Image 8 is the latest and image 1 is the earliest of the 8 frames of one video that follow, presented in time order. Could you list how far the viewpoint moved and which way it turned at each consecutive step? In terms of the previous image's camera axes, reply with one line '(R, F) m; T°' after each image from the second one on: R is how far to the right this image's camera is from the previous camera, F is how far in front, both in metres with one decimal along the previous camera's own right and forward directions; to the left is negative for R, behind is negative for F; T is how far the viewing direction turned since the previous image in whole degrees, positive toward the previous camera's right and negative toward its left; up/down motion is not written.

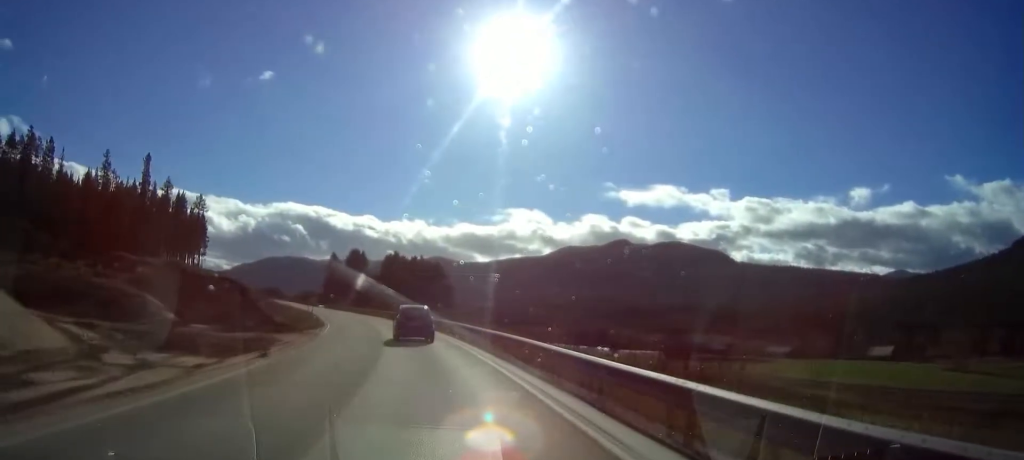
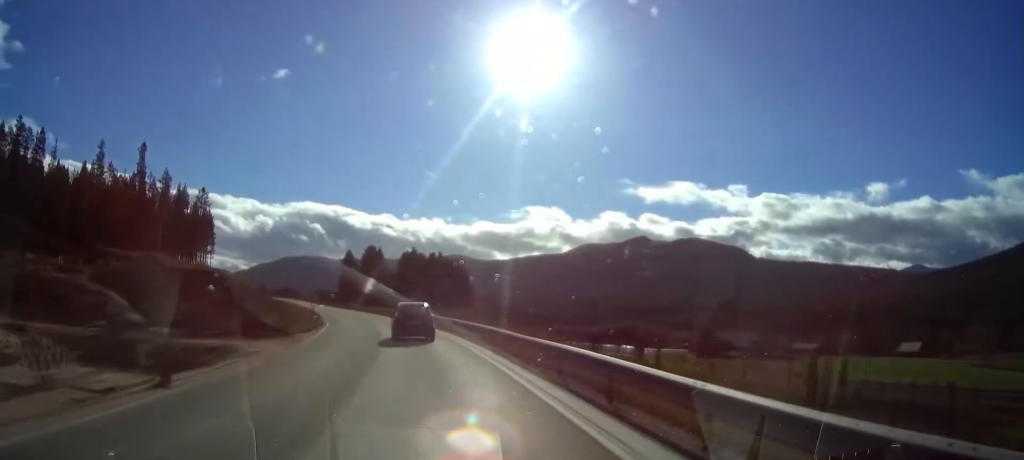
(0.0, +9.5) m; 0°
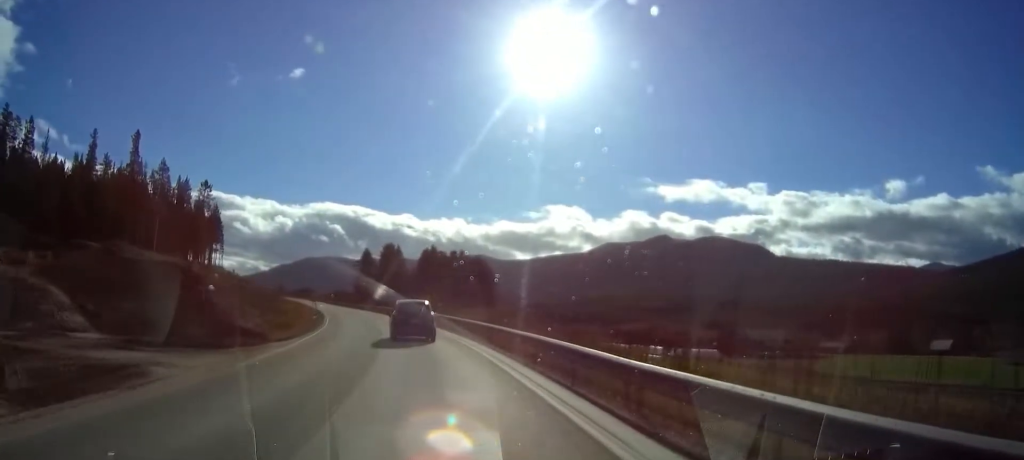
(0.0, +10.1) m; 0°
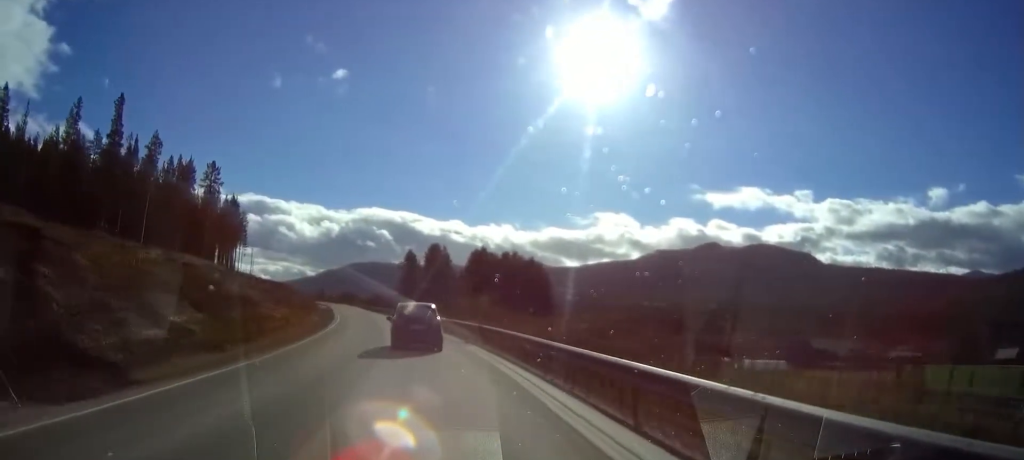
(0.0, +21.7) m; -5°
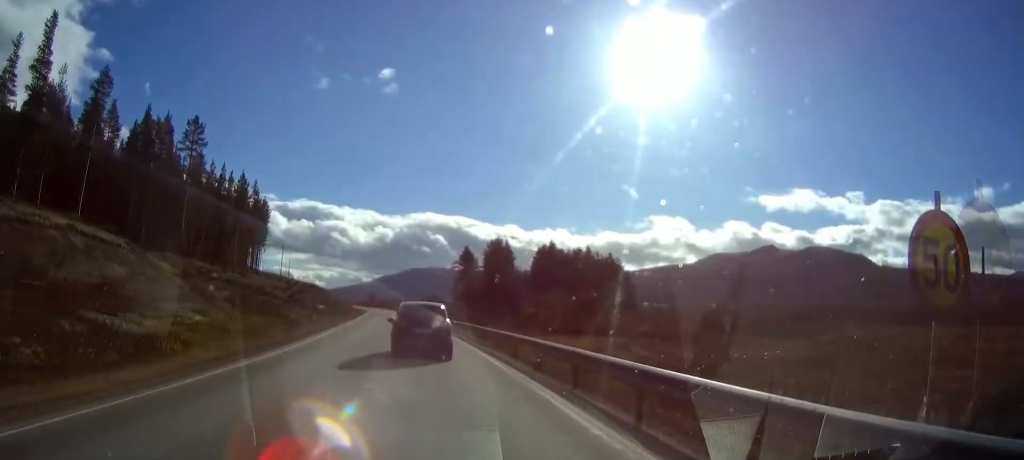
(-3.5, +27.5) m; -9°
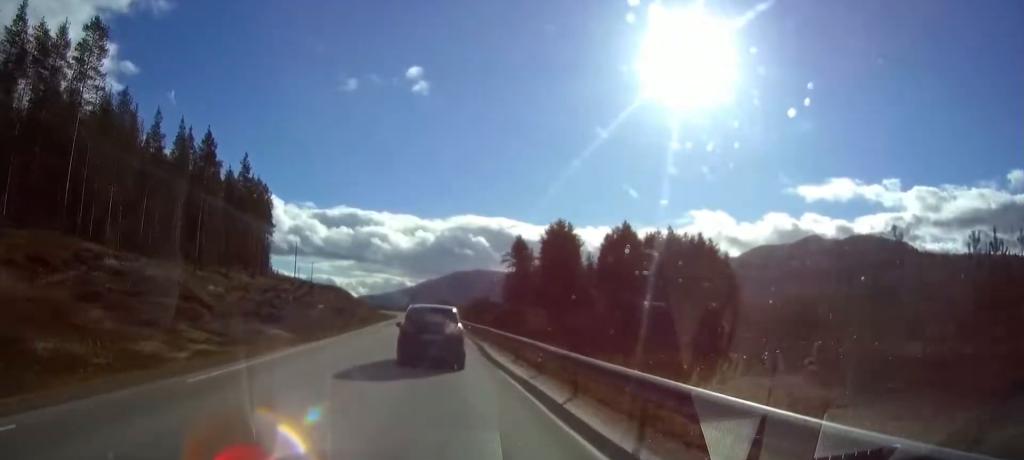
(-0.4, +34.5) m; -1°
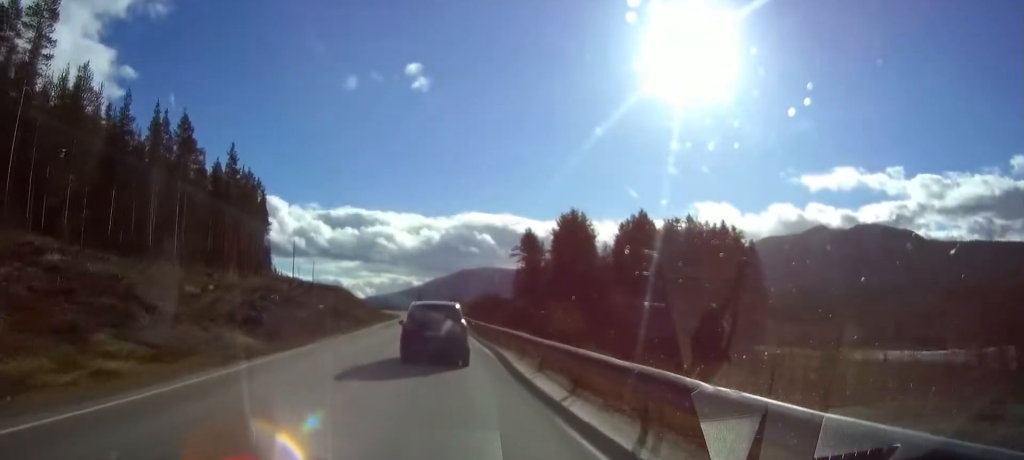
(-0.1, +8.5) m; -1°
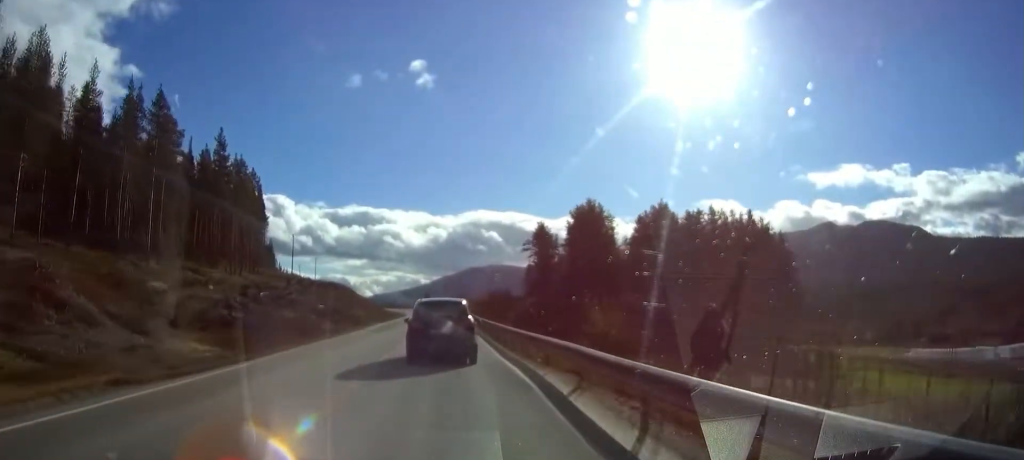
(-0.1, +8.3) m; -1°
